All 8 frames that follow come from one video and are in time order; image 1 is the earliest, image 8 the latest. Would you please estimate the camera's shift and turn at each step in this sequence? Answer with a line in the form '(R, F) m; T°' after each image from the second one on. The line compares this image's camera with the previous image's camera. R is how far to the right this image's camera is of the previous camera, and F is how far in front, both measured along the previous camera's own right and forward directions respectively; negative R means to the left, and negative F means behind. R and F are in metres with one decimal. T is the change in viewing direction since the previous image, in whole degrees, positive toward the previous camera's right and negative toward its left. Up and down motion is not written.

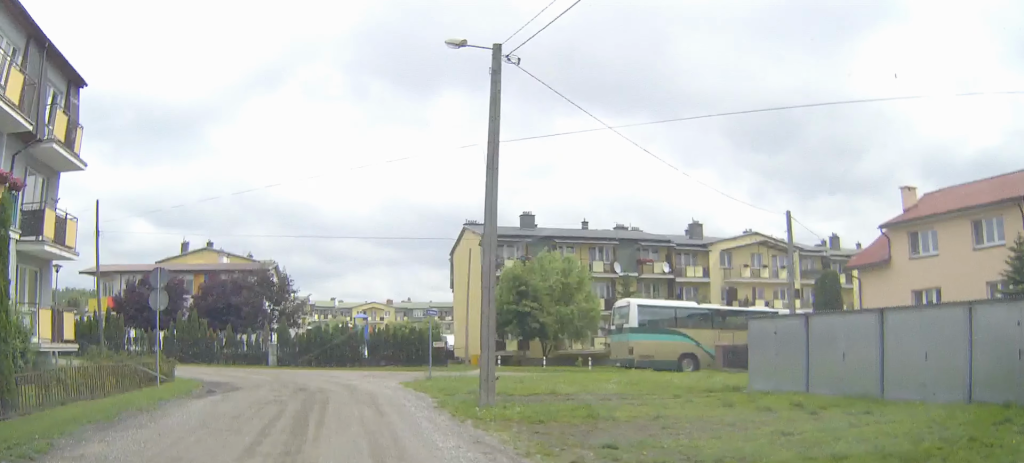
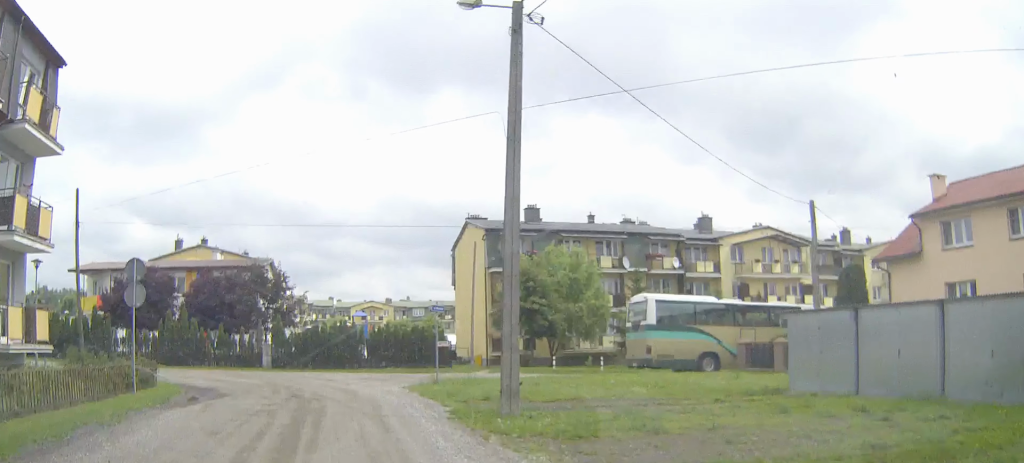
(0.0, +2.3) m; 0°
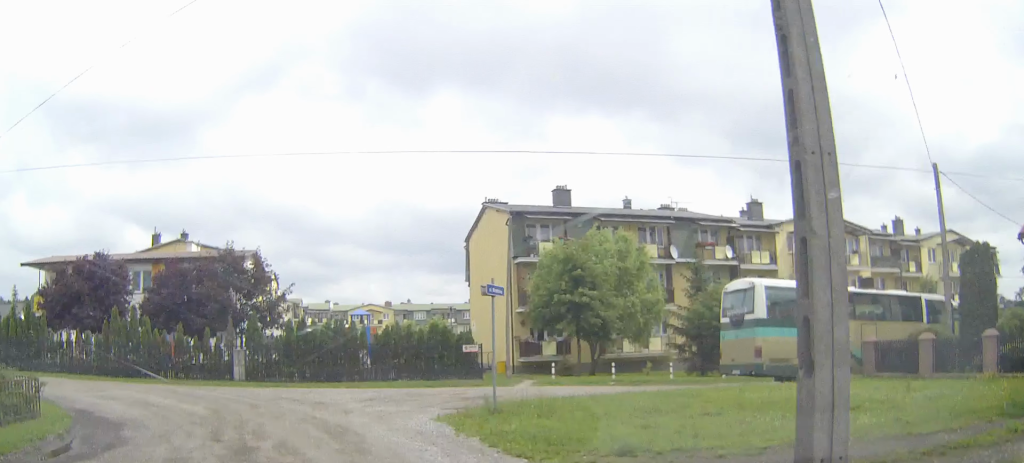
(0.0, +9.0) m; -1°
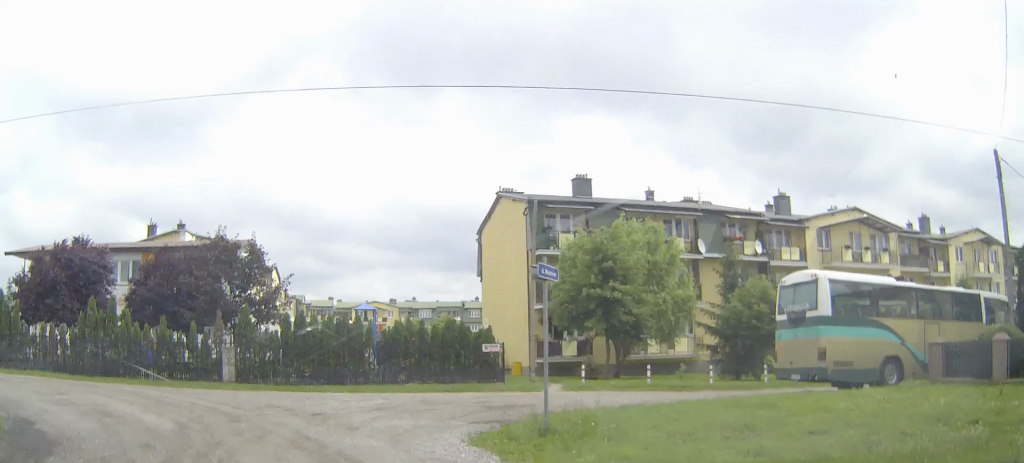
(0.0, +3.4) m; -1°
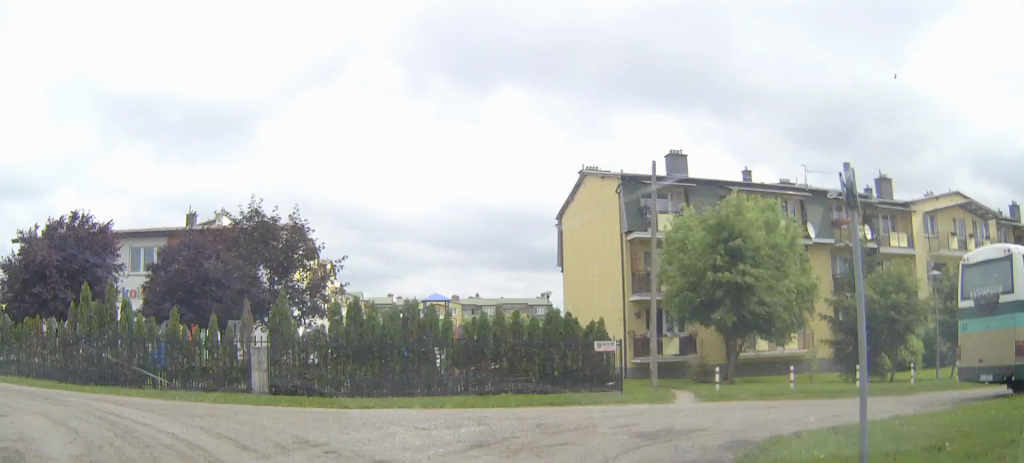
(-0.1, +6.2) m; -5°
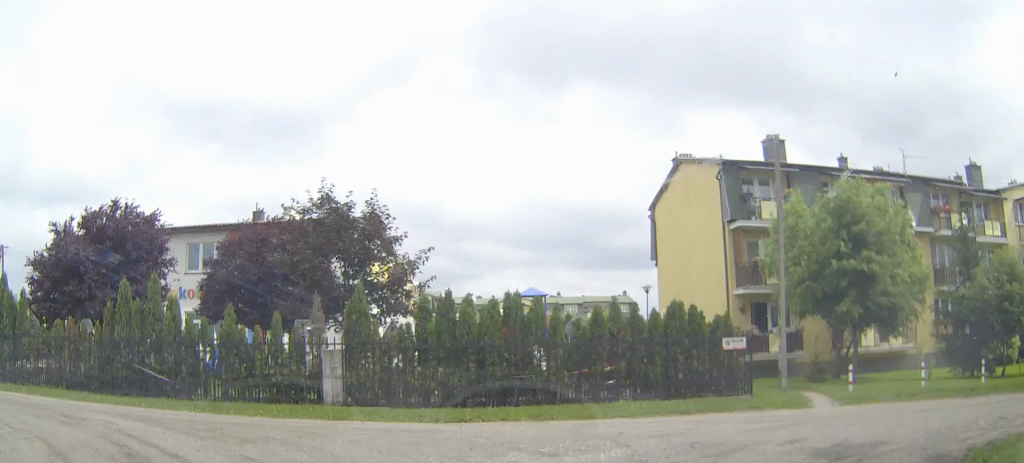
(-0.2, +3.5) m; -6°
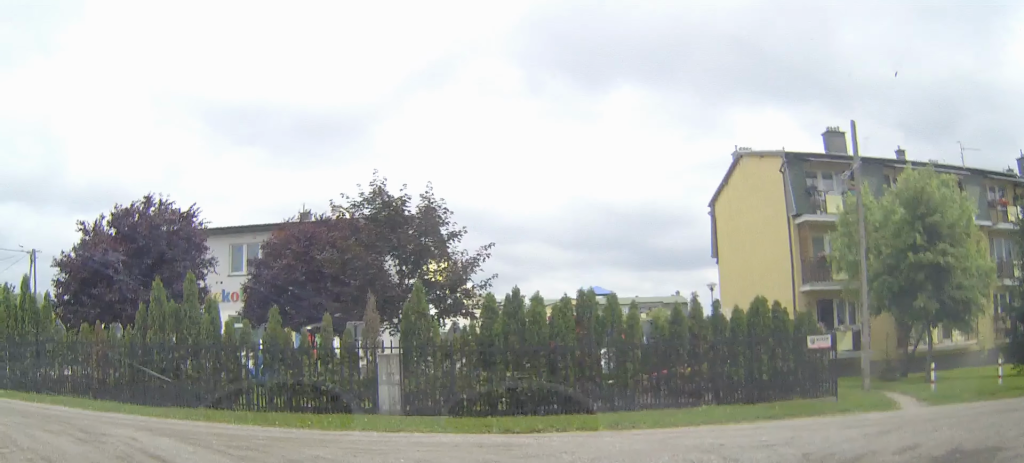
(-0.1, +2.0) m; -5°
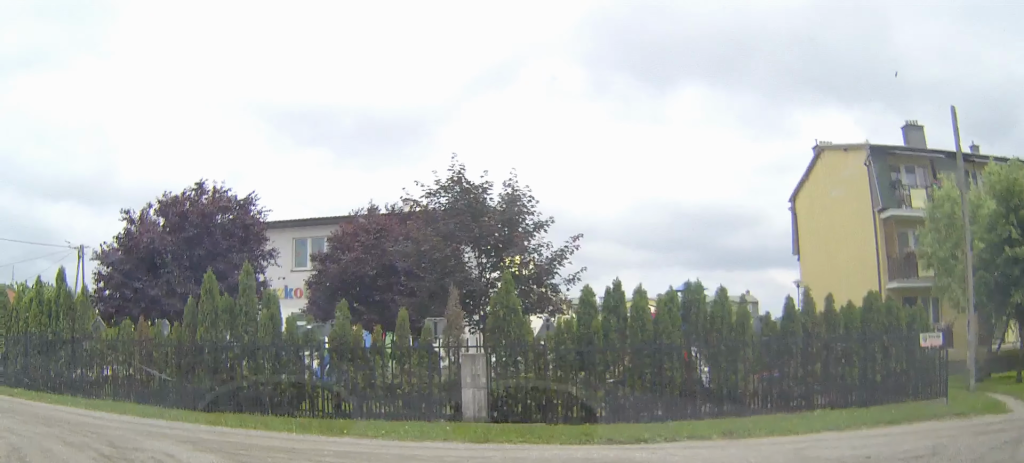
(-0.1, +2.1) m; -8°
